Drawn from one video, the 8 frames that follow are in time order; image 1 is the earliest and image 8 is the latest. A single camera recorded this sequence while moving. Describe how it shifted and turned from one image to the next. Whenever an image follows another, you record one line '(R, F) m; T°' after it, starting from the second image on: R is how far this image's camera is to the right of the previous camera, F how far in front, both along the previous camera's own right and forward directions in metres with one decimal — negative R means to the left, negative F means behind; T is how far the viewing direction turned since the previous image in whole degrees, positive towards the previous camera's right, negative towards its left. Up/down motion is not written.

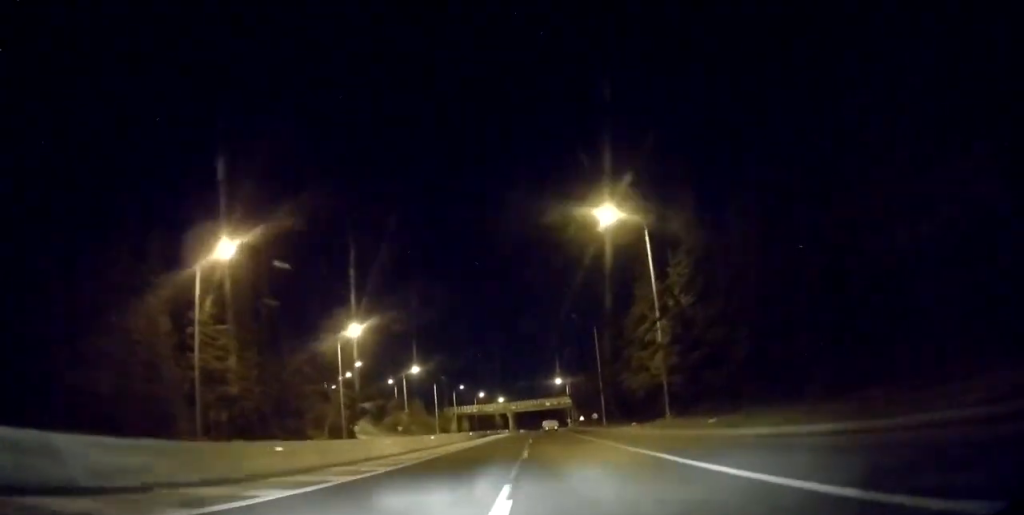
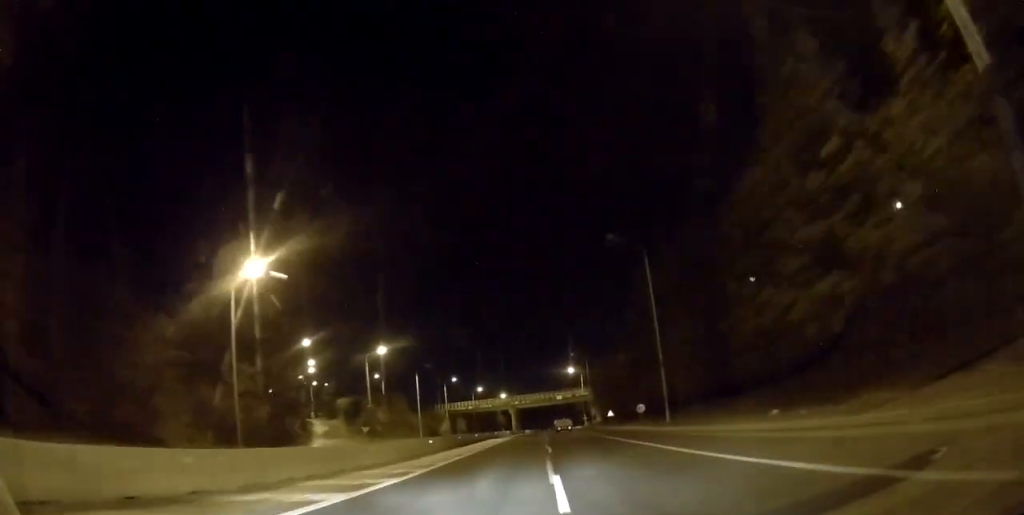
(-0.1, +29.3) m; -1°
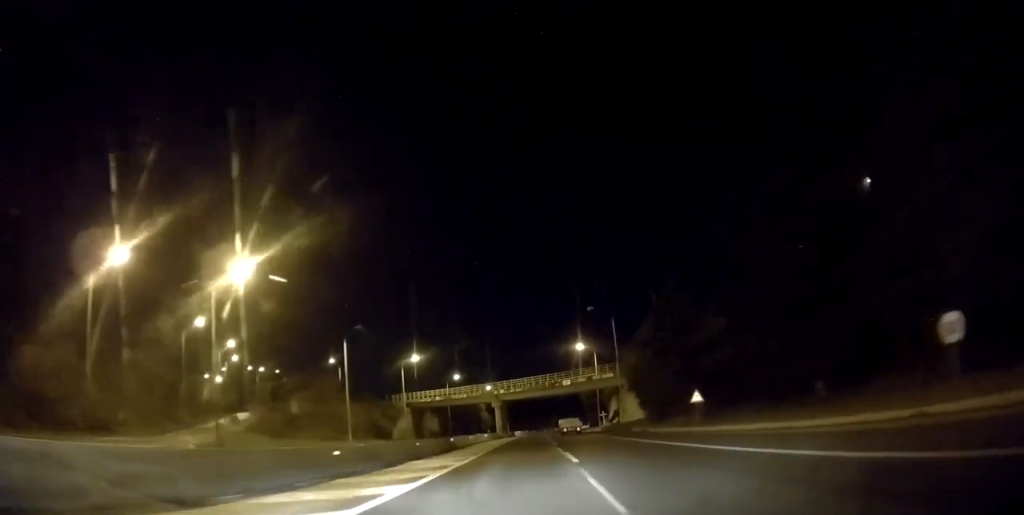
(+0.3, +40.4) m; +2°
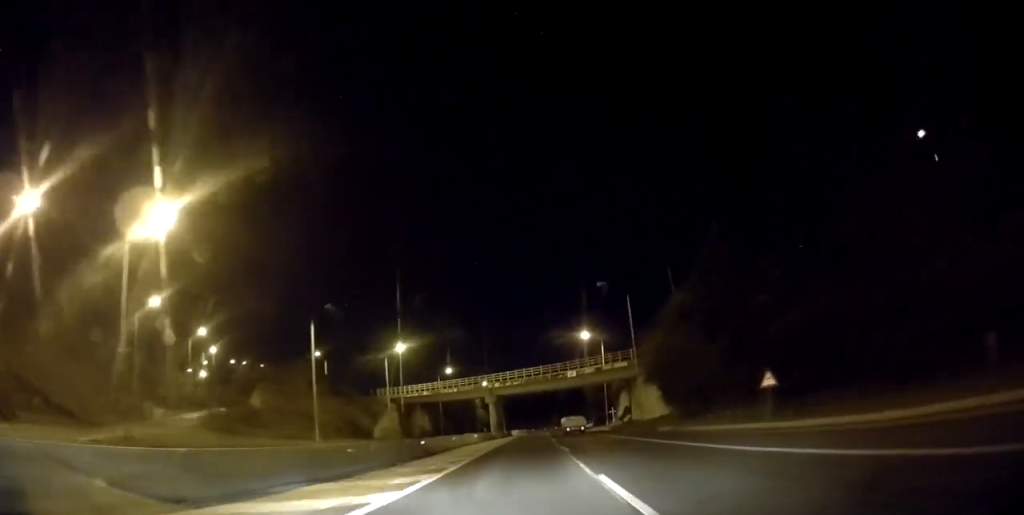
(0.0, +10.7) m; +1°
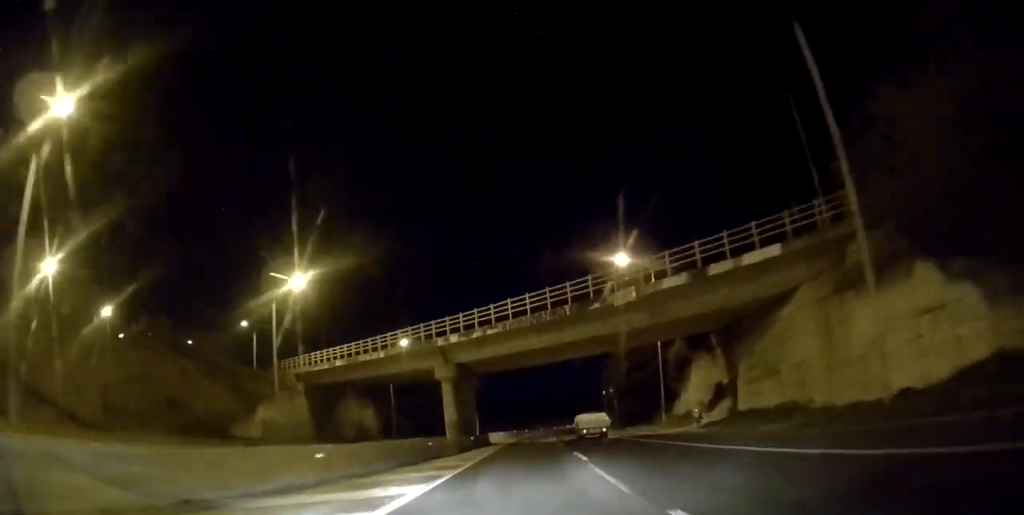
(+0.4, +39.5) m; 0°
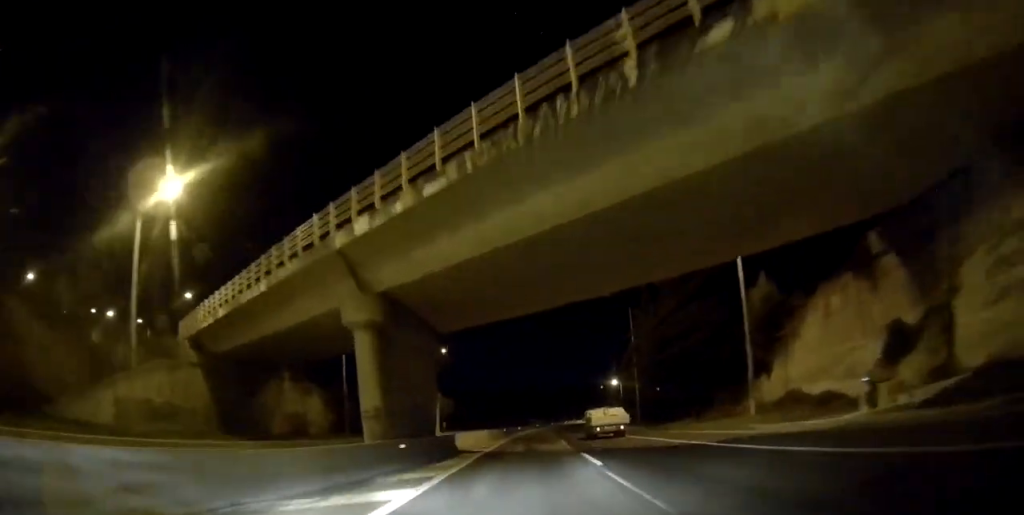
(0.0, +19.8) m; 0°
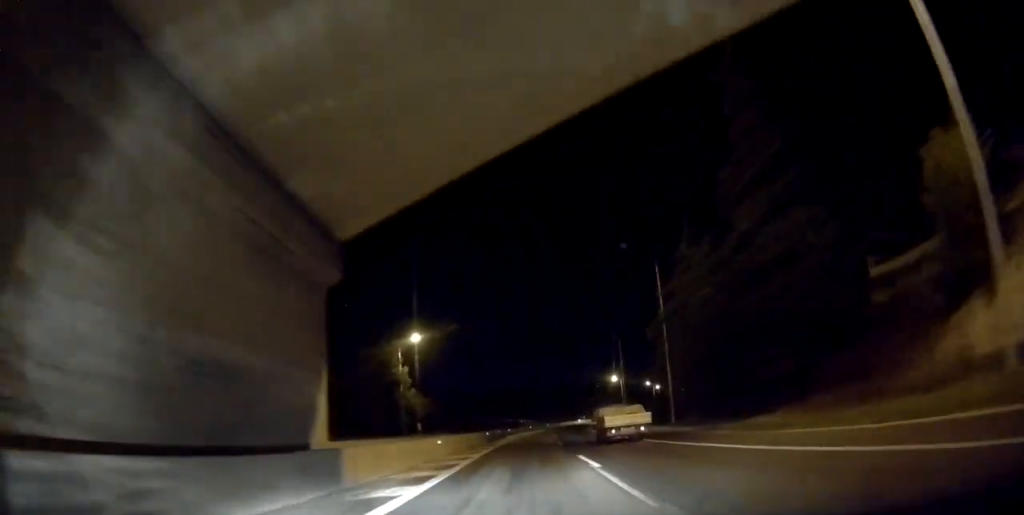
(0.0, +17.4) m; 0°
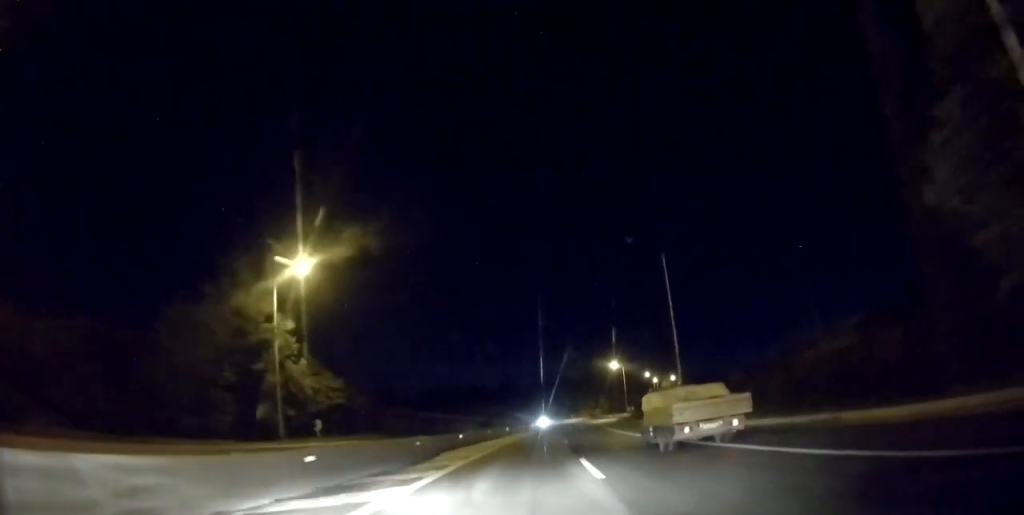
(+0.3, +37.4) m; +2°
